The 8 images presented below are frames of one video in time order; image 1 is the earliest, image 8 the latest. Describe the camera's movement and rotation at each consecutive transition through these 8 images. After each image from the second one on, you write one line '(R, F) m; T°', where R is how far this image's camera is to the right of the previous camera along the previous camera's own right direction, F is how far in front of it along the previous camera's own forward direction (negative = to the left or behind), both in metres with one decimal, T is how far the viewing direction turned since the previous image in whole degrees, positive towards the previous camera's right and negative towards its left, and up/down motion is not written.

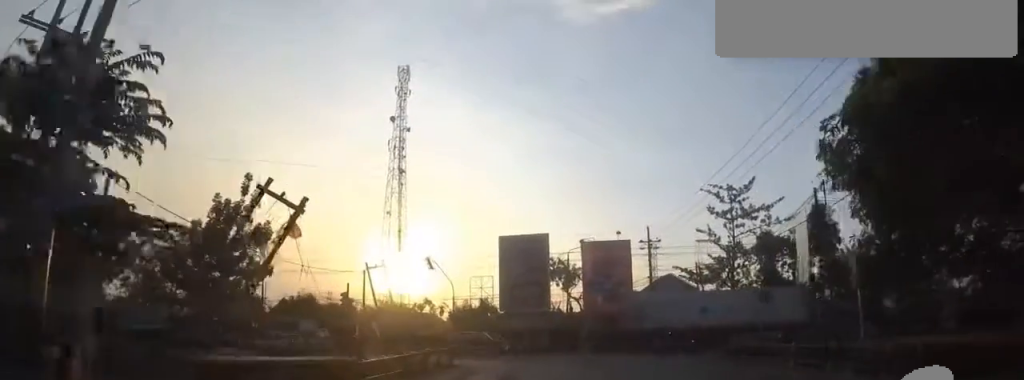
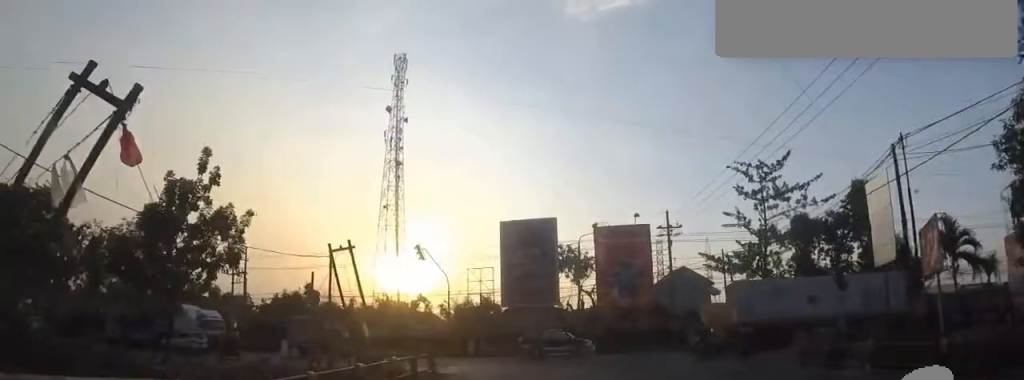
(-0.2, +4.1) m; -8°
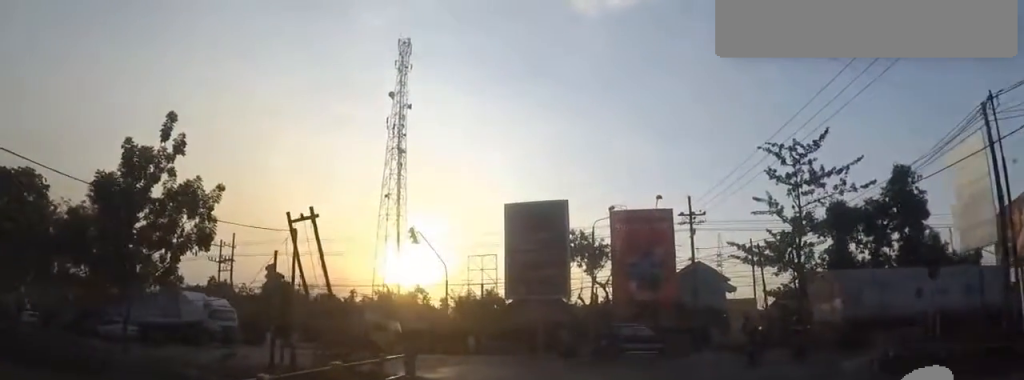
(0.0, +3.4) m; -11°
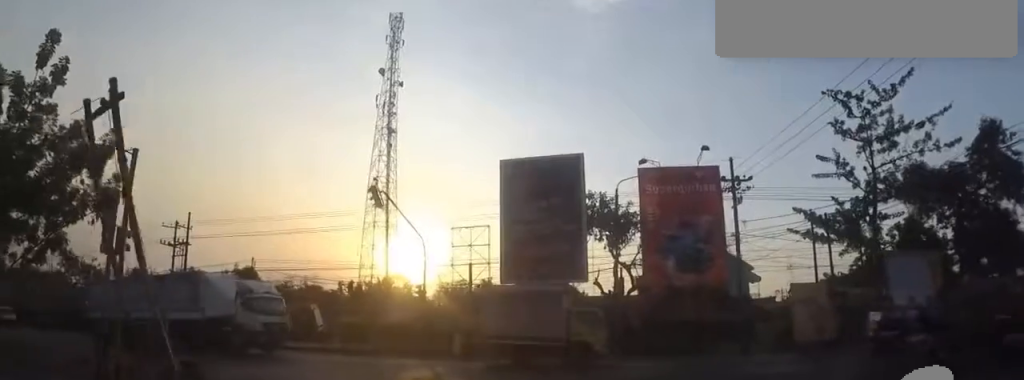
(-0.4, +6.3) m; +9°
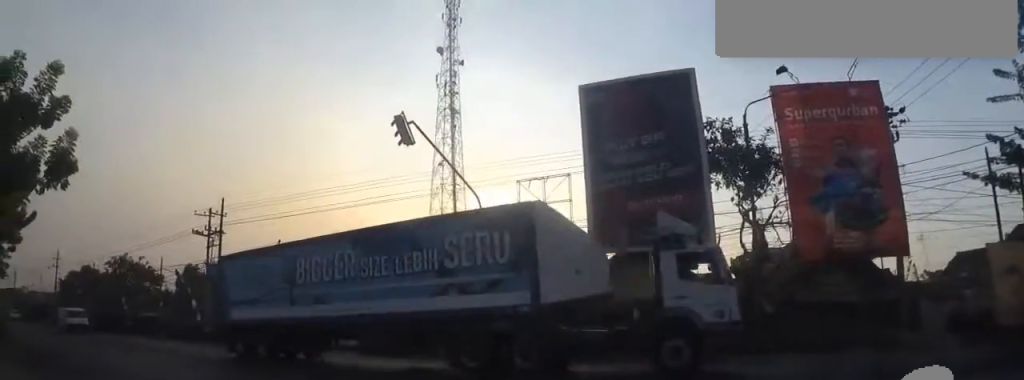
(-0.1, +5.9) m; -25°
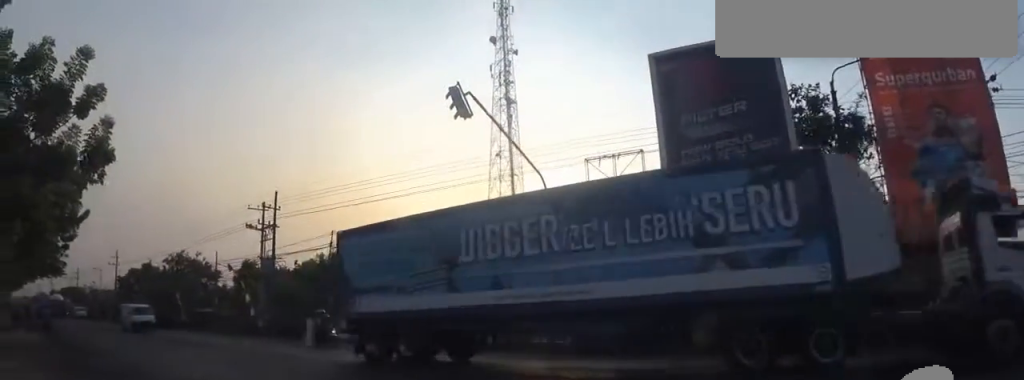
(-0.1, +1.6) m; -12°
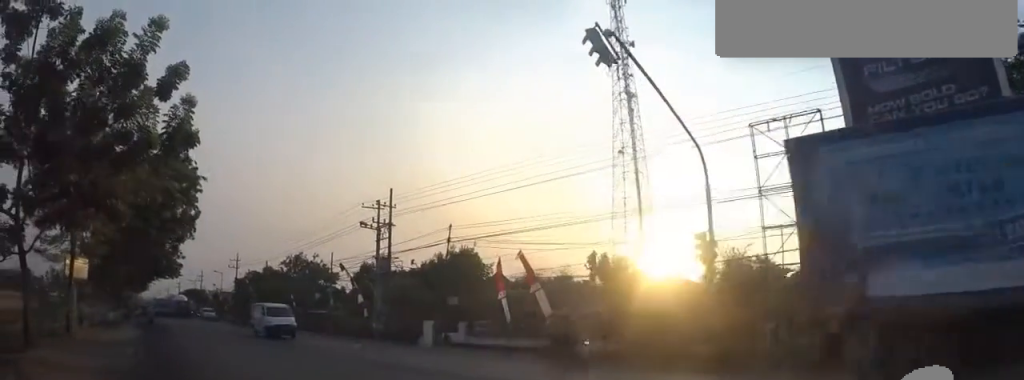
(-0.5, +2.9) m; -25°
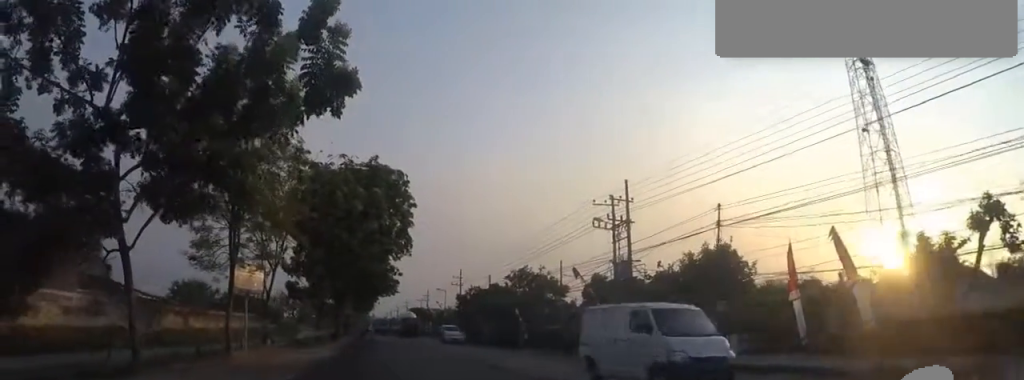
(-2.2, +5.3) m; -6°
